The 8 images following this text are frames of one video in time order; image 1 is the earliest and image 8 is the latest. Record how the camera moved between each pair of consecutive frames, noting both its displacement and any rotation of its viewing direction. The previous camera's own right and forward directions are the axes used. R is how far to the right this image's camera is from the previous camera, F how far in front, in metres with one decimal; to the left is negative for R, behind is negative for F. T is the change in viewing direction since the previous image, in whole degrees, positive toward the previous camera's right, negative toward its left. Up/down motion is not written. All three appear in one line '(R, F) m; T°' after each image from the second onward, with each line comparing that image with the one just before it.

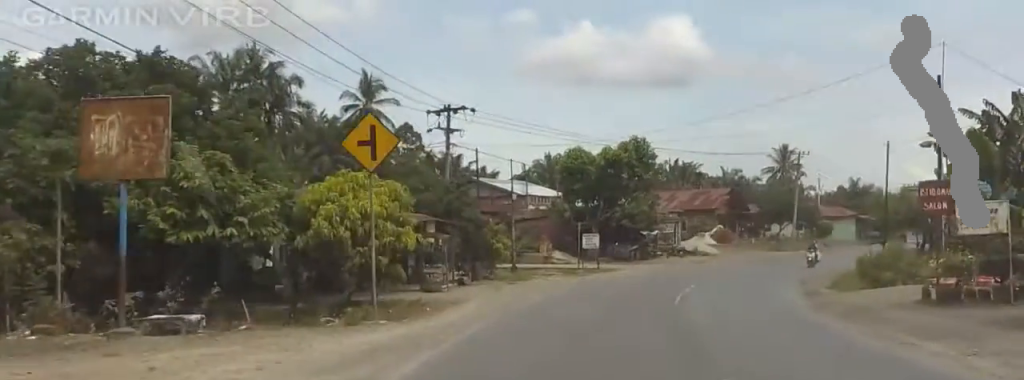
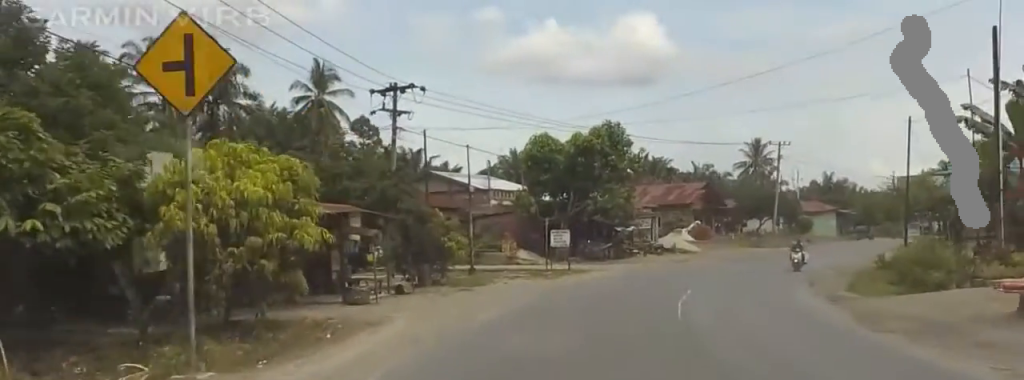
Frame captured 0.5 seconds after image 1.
(+0.4, +7.1) m; +3°
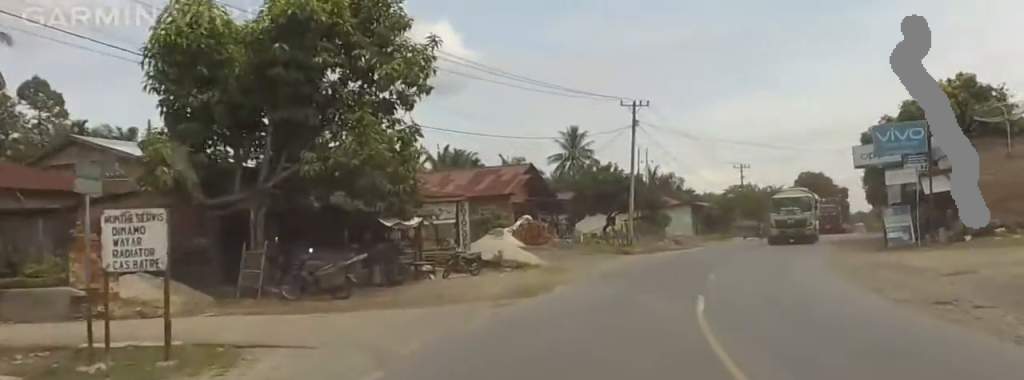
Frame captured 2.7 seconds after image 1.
(-0.2, +33.0) m; 0°
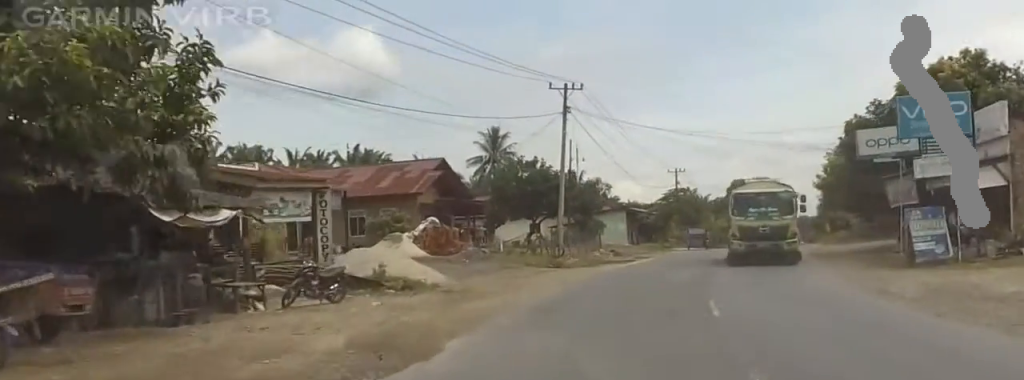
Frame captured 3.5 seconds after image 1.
(+0.5, +11.9) m; 0°
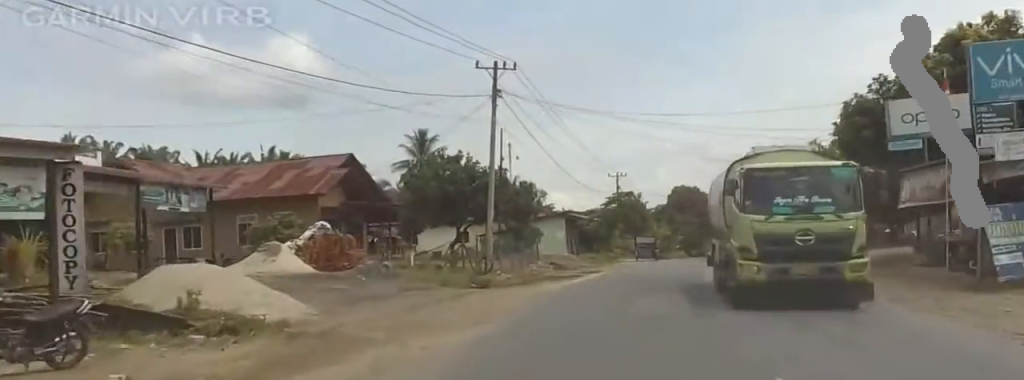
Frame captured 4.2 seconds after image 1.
(-0.3, +9.9) m; -2°
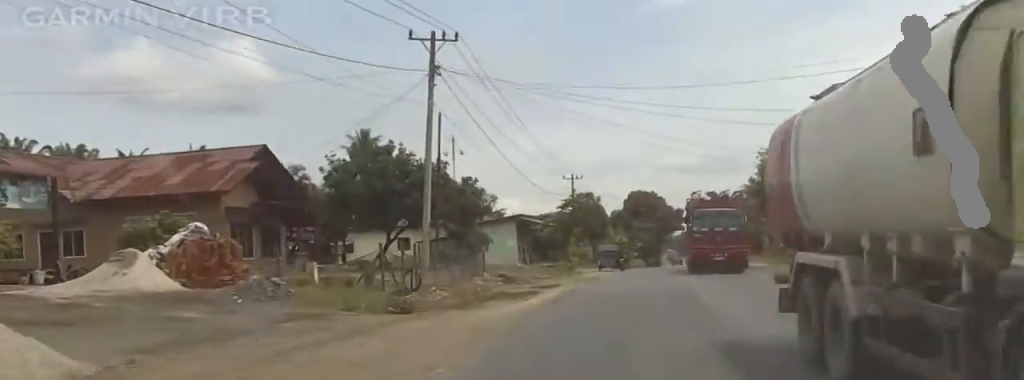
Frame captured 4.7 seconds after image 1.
(-0.1, +8.1) m; -1°
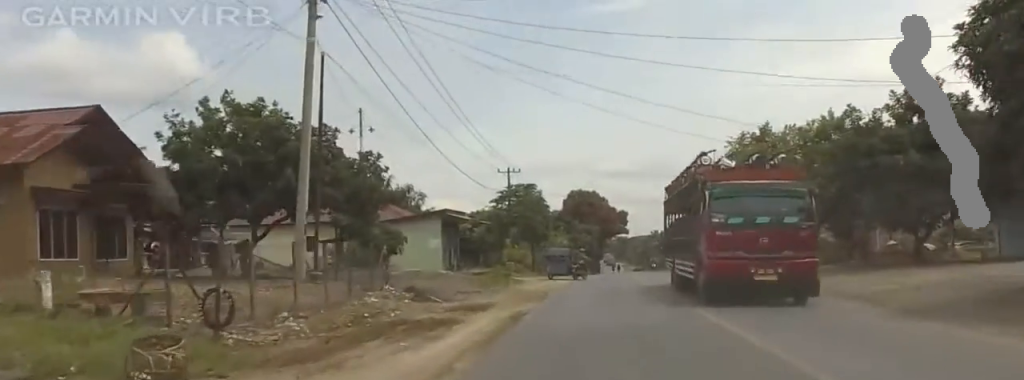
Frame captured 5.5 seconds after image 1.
(0.0, +11.4) m; 0°
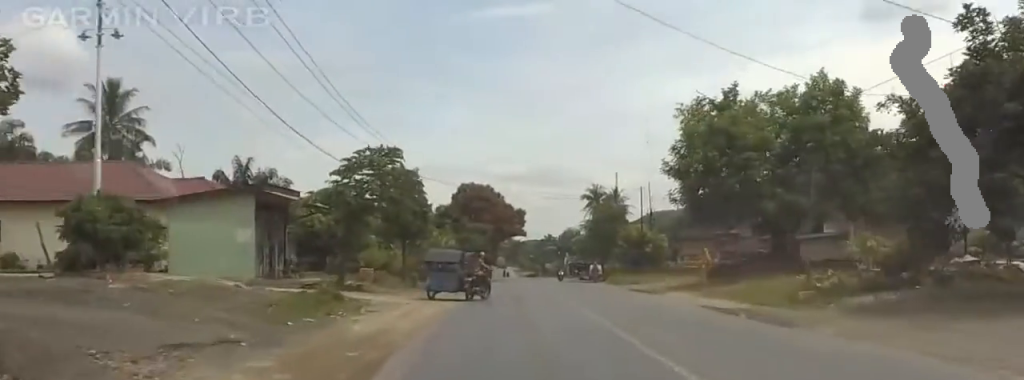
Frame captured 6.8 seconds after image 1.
(0.0, +18.1) m; 0°
